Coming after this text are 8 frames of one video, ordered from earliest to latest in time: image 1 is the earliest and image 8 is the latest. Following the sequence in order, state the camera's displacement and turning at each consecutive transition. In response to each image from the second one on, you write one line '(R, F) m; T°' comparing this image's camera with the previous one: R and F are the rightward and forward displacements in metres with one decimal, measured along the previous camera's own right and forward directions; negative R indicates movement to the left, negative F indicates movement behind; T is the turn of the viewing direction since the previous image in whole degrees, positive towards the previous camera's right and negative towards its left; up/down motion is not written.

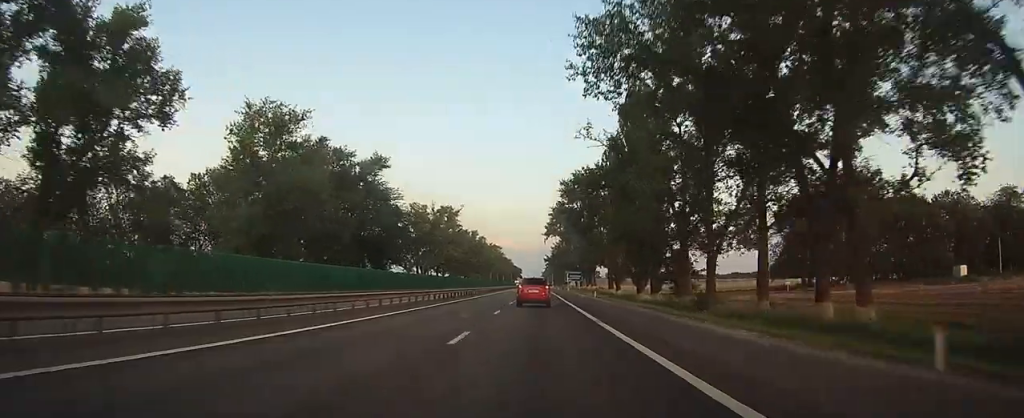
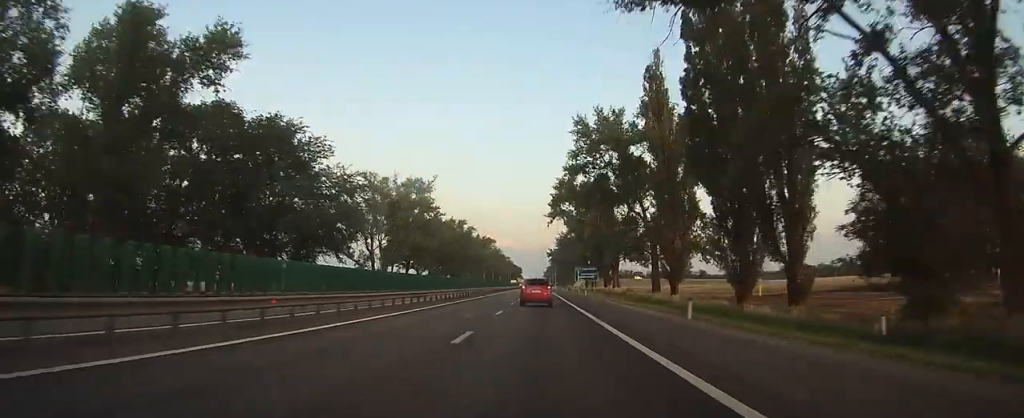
(-0.1, +36.4) m; -1°
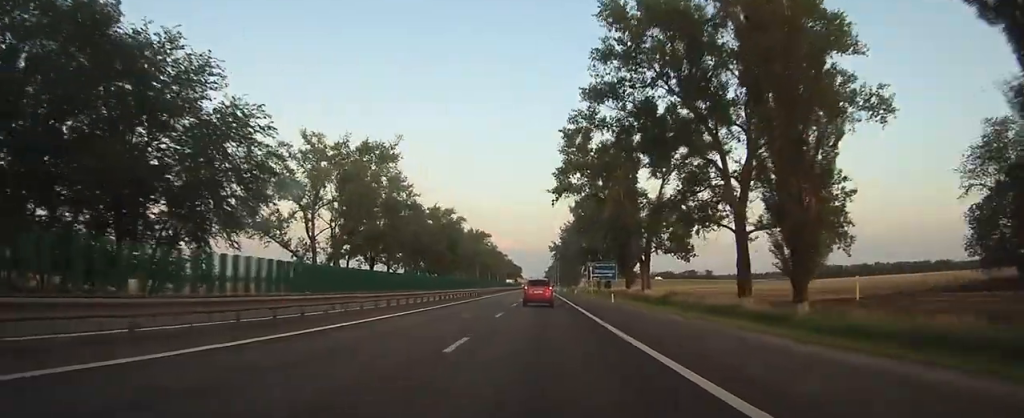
(-0.2, +25.8) m; 0°
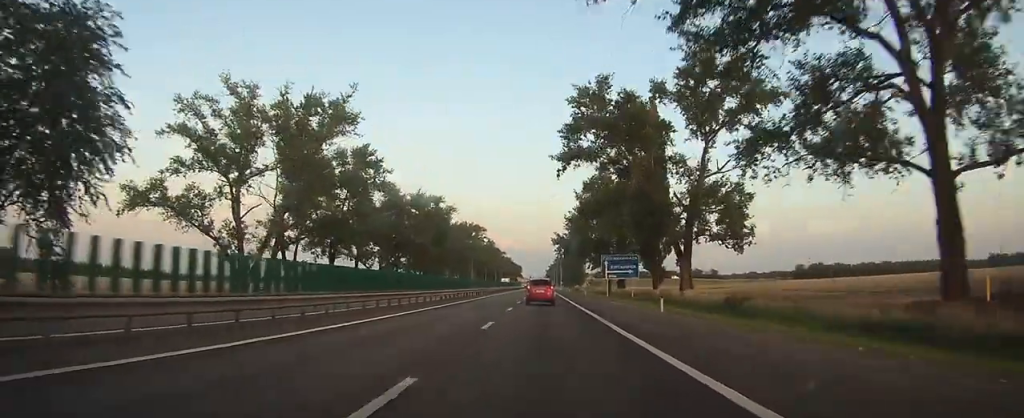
(0.0, +18.5) m; 0°
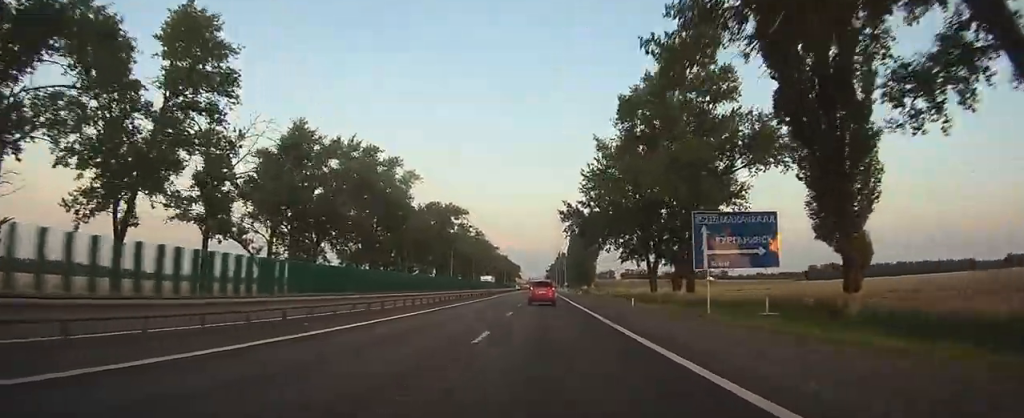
(+0.1, +40.1) m; 0°
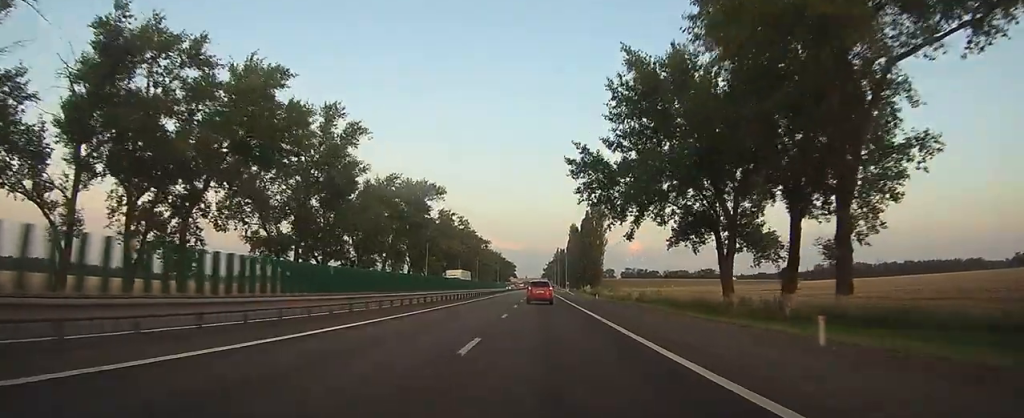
(0.0, +26.0) m; 0°
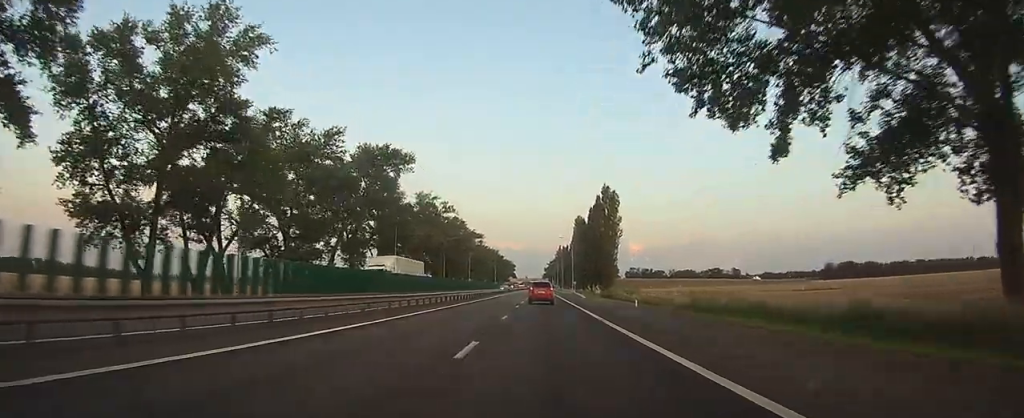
(+0.1, +24.4) m; 0°
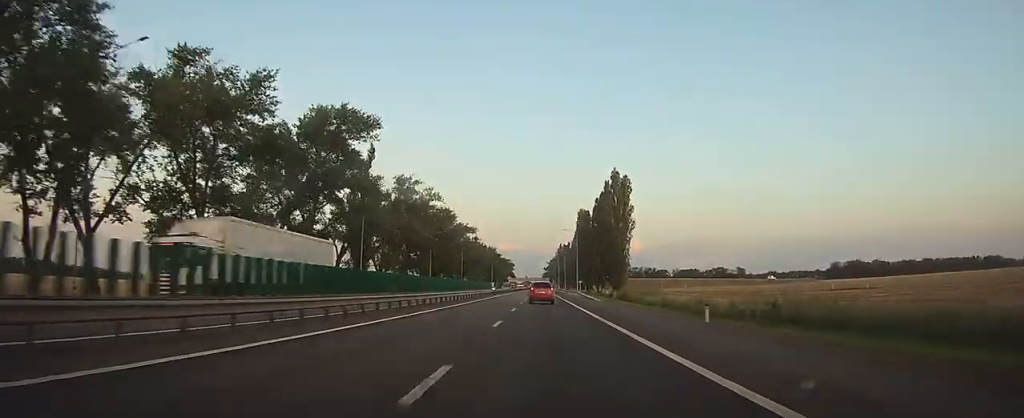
(0.0, +15.8) m; 0°
